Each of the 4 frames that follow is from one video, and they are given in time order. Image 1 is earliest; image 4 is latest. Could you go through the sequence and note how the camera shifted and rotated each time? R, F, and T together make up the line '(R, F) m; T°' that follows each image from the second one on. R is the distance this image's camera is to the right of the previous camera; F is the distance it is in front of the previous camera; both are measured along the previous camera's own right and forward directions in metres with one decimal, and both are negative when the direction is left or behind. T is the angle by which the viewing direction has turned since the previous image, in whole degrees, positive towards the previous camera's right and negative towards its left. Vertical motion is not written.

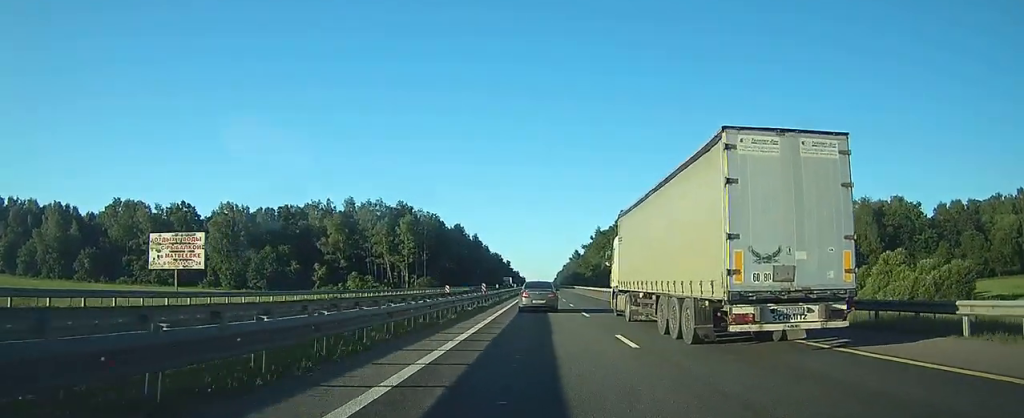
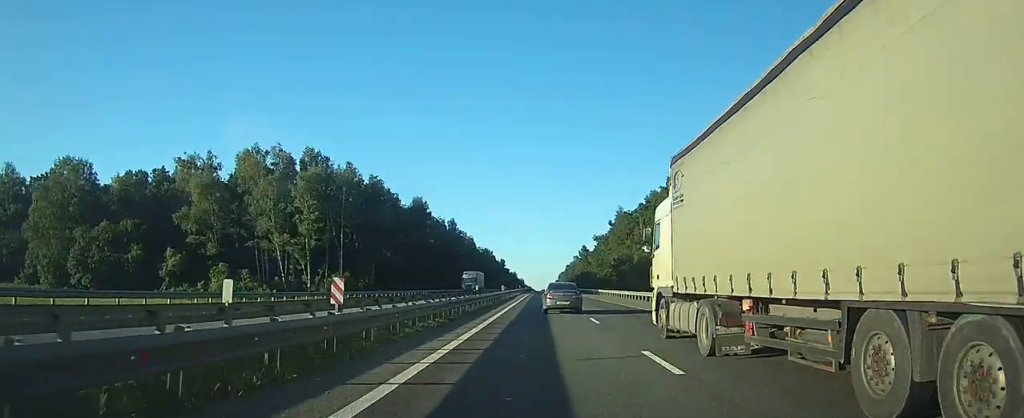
(-0.1, +63.6) m; 0°
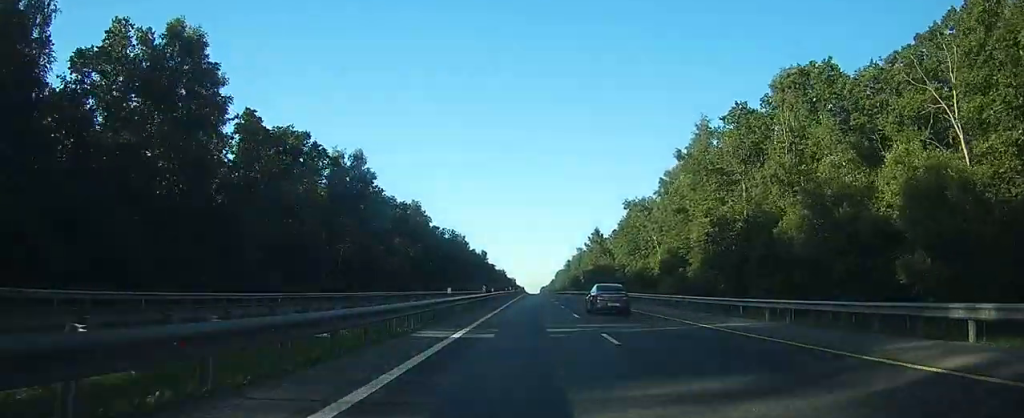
(+0.1, +91.3) m; +1°
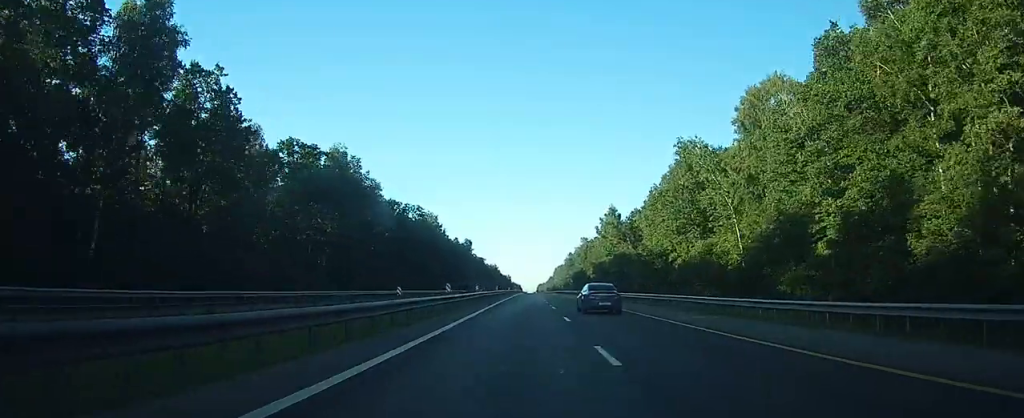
(+0.1, +51.4) m; 0°
